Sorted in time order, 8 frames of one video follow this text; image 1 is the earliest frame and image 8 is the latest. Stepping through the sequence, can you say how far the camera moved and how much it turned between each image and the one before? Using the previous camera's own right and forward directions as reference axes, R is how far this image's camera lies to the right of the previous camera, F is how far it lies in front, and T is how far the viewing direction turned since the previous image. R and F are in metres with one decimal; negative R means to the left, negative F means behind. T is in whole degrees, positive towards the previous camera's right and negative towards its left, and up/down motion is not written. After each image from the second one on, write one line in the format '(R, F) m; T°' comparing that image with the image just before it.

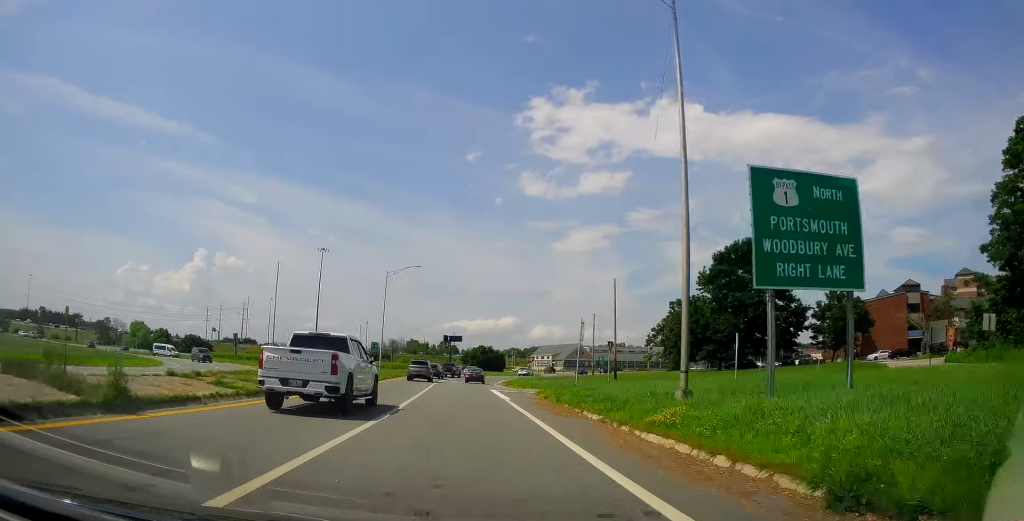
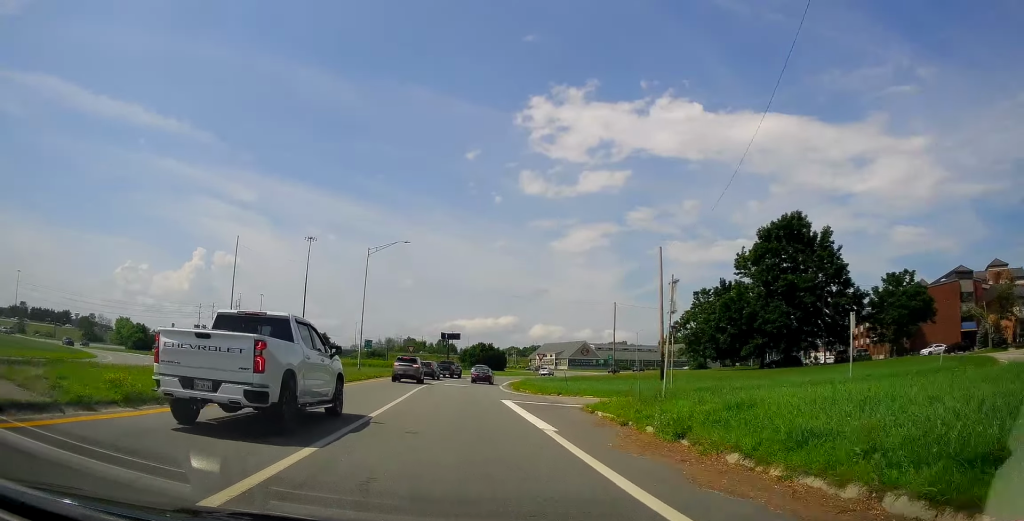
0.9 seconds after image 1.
(0.0, +13.0) m; -1°
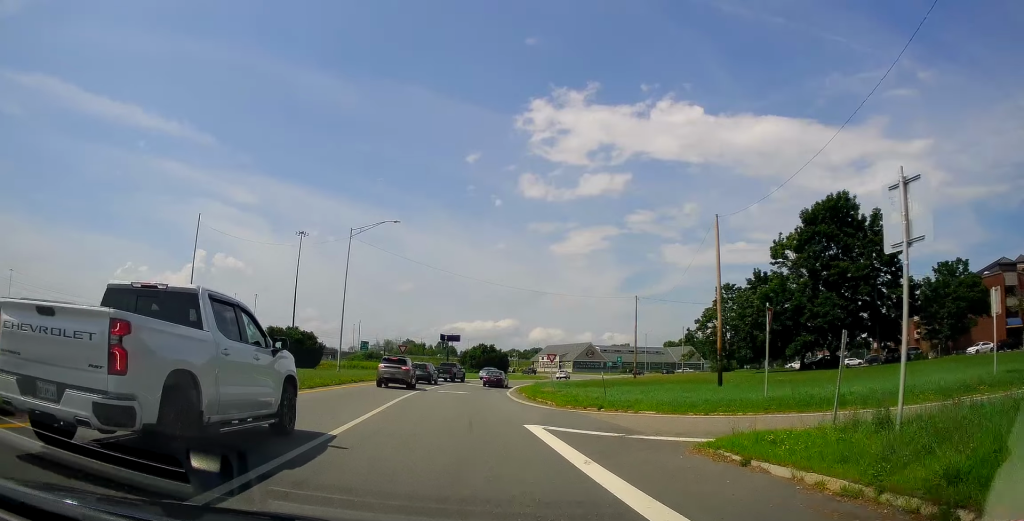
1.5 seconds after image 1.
(0.0, +9.4) m; 0°
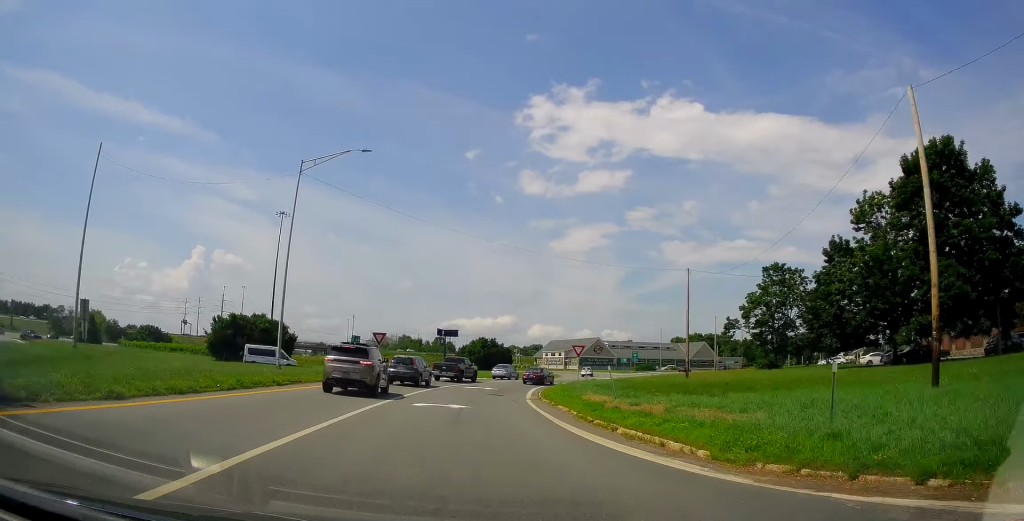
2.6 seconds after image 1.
(0.0, +15.8) m; +1°
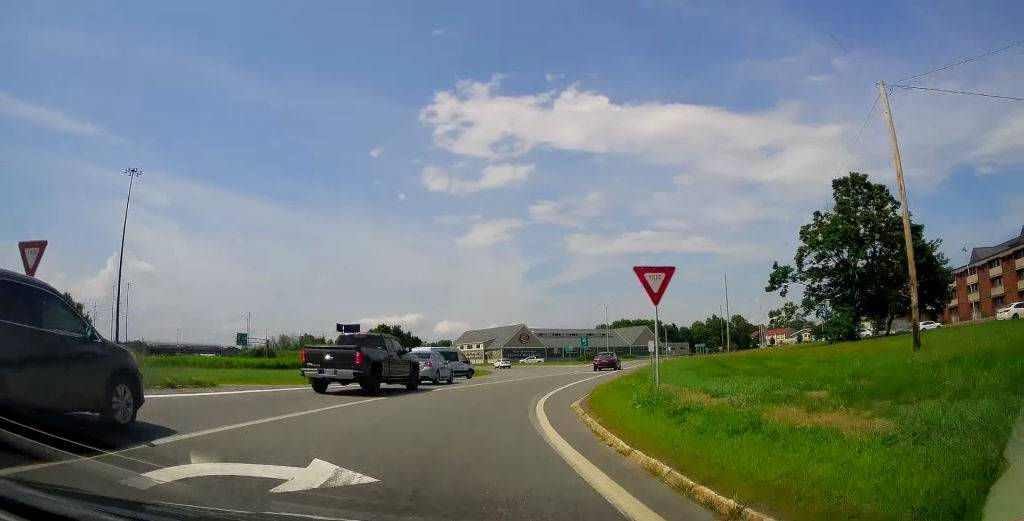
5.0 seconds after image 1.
(+1.3, +32.9) m; +4°
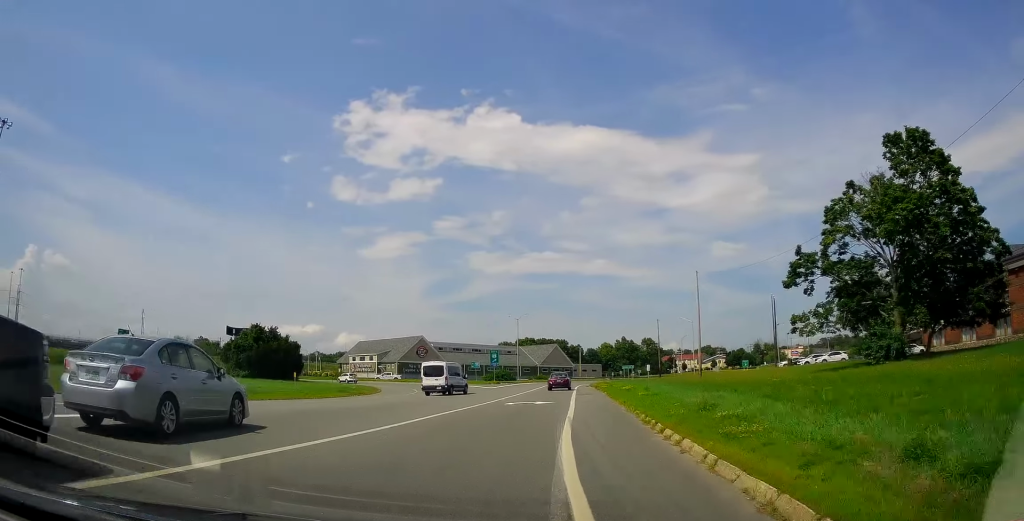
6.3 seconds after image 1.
(+0.5, +17.8) m; +6°
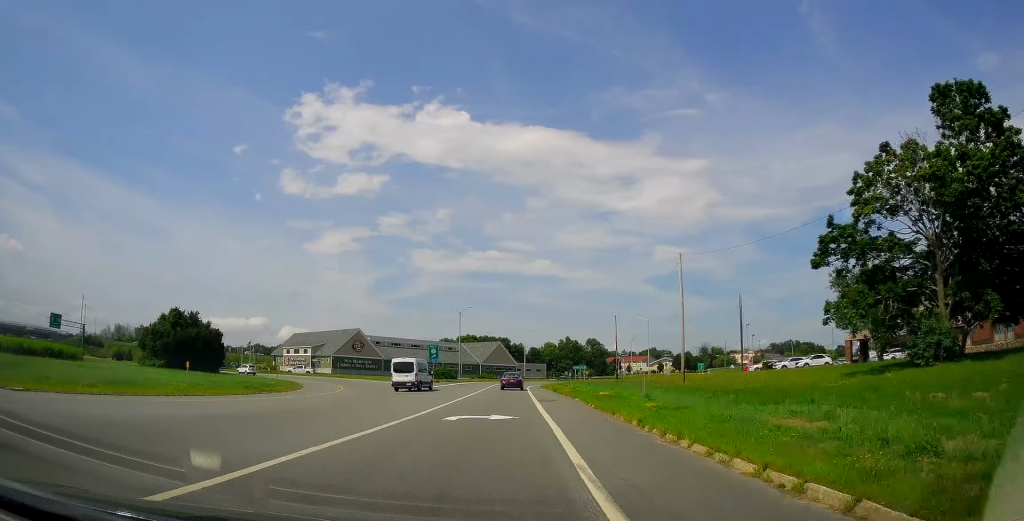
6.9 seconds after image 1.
(+0.5, +8.9) m; +5°
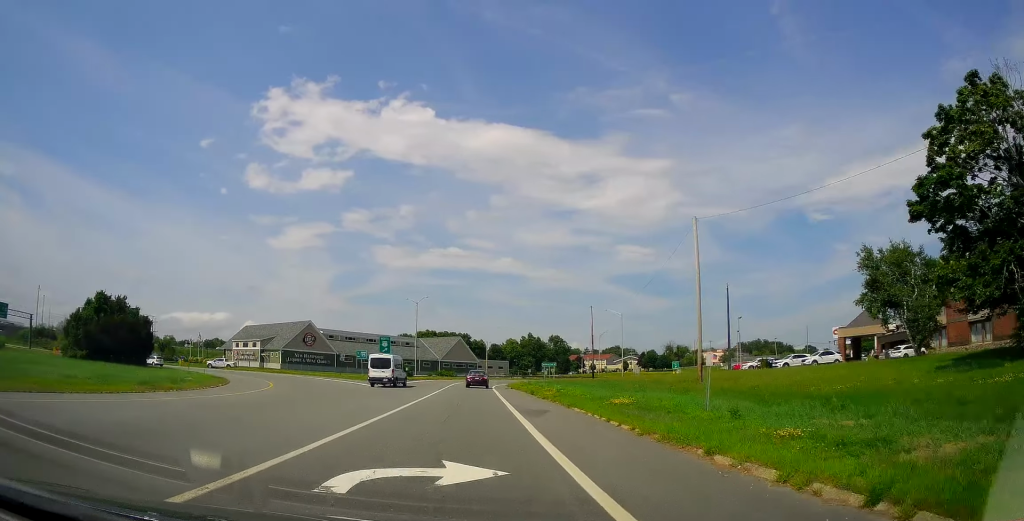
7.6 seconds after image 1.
(+0.4, +9.4) m; +5°
